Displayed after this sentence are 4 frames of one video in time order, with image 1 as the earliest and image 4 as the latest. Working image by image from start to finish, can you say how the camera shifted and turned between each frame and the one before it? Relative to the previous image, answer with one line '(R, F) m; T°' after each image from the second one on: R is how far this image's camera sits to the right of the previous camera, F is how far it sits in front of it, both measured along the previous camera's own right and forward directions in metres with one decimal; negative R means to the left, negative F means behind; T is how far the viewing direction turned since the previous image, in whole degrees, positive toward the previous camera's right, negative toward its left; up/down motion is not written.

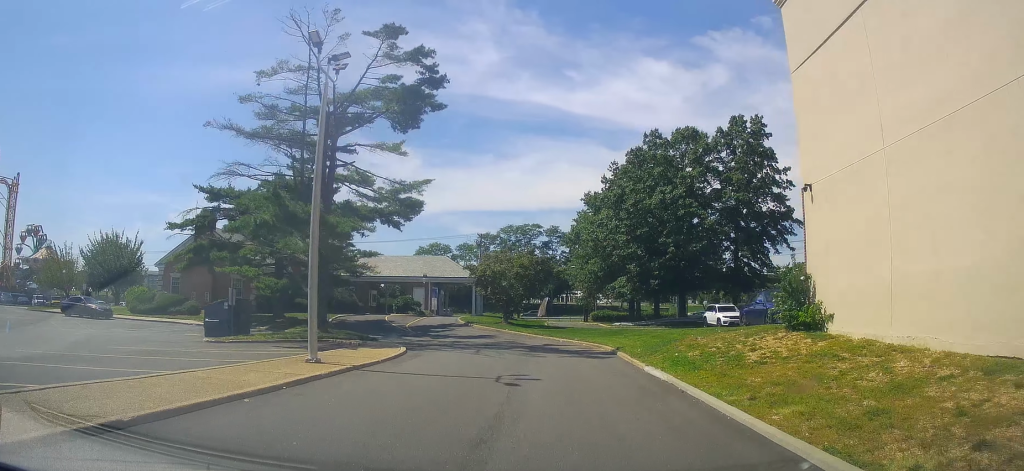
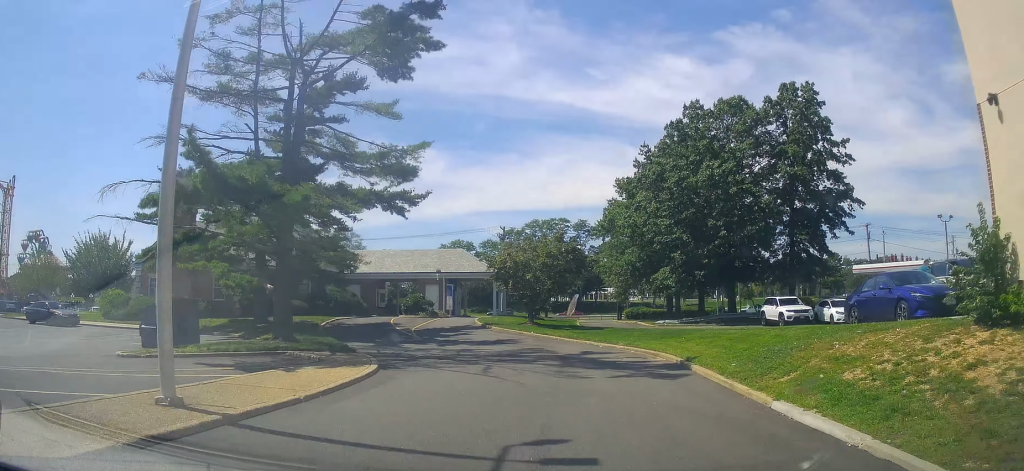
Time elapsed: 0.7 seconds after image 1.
(+0.3, +6.9) m; -2°
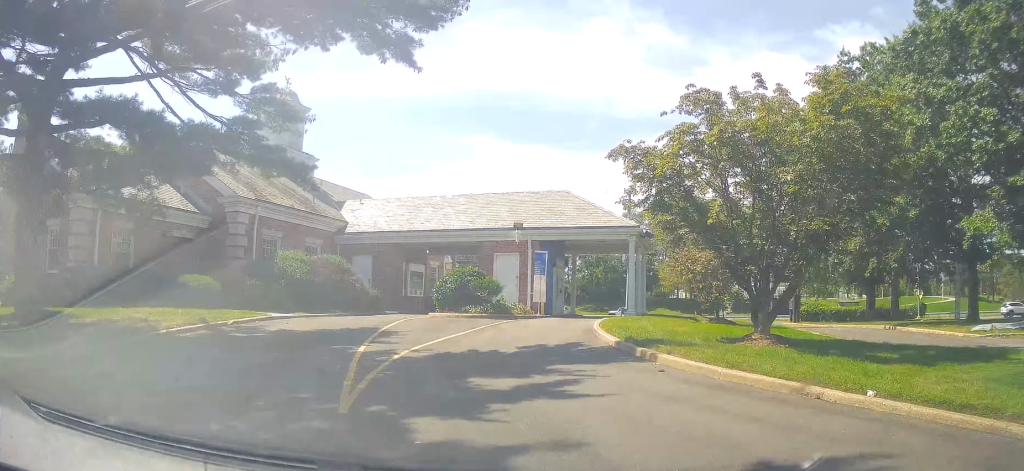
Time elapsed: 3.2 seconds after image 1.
(-3.3, +24.6) m; -11°
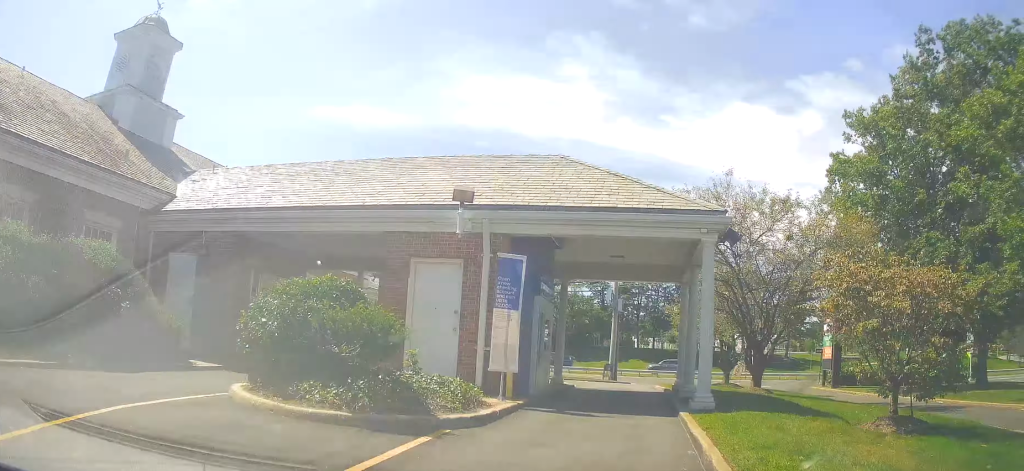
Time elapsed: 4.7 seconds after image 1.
(0.0, +13.4) m; +1°
